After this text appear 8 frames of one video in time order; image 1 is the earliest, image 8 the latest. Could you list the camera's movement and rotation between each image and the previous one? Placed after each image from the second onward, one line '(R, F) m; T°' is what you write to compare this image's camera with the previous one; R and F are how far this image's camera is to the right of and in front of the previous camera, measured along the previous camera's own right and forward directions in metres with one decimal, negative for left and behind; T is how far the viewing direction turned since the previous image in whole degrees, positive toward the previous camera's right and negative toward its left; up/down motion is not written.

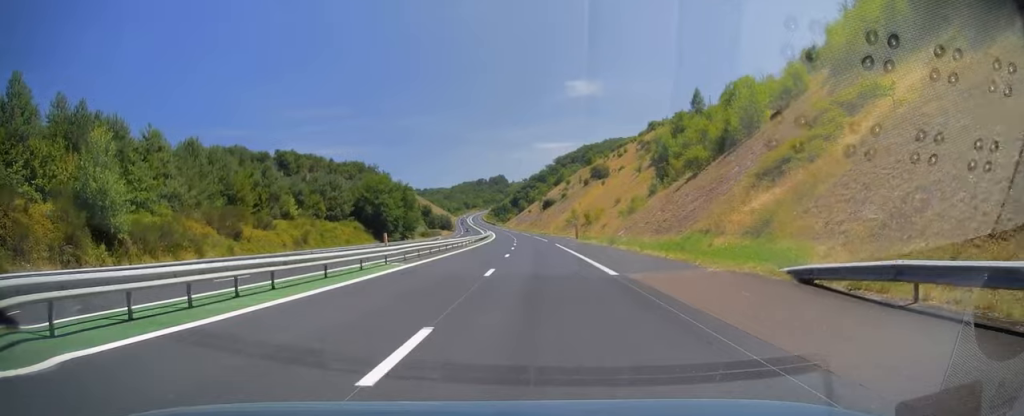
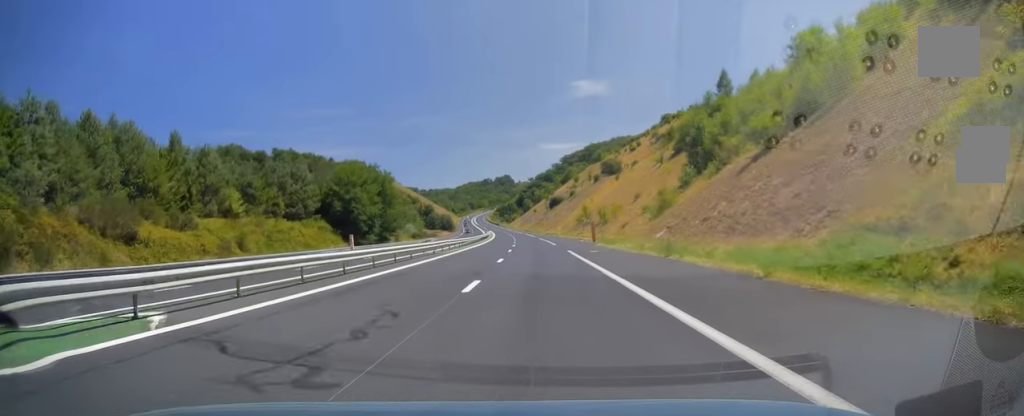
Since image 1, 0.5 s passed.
(-0.2, +17.6) m; -1°
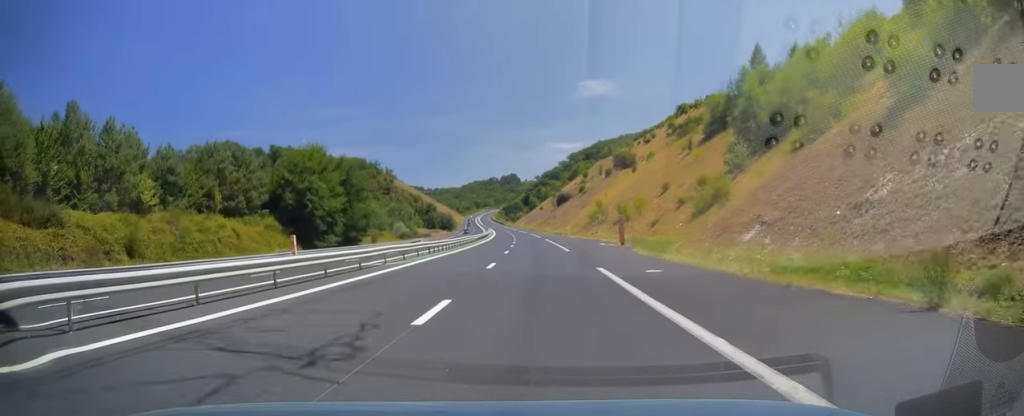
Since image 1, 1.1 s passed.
(-0.1, +17.6) m; -1°
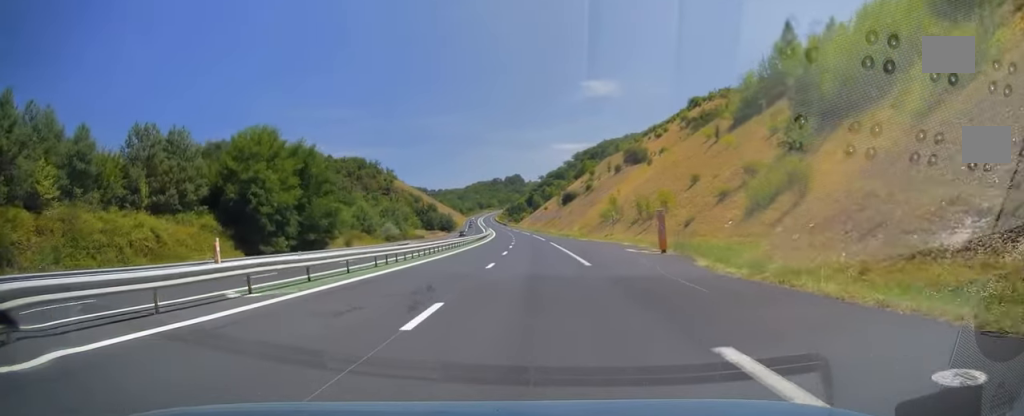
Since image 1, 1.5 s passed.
(-0.1, +13.4) m; 0°
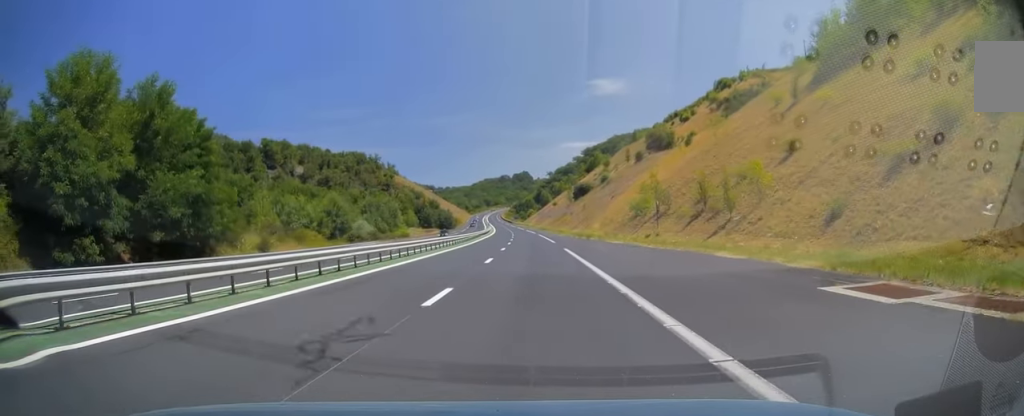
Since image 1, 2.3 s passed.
(-0.2, +24.6) m; -1°
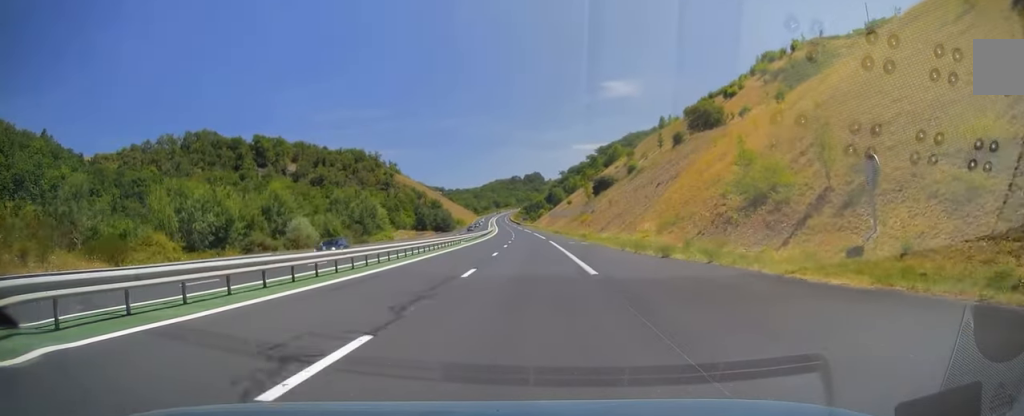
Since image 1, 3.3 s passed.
(-0.1, +32.0) m; -1°
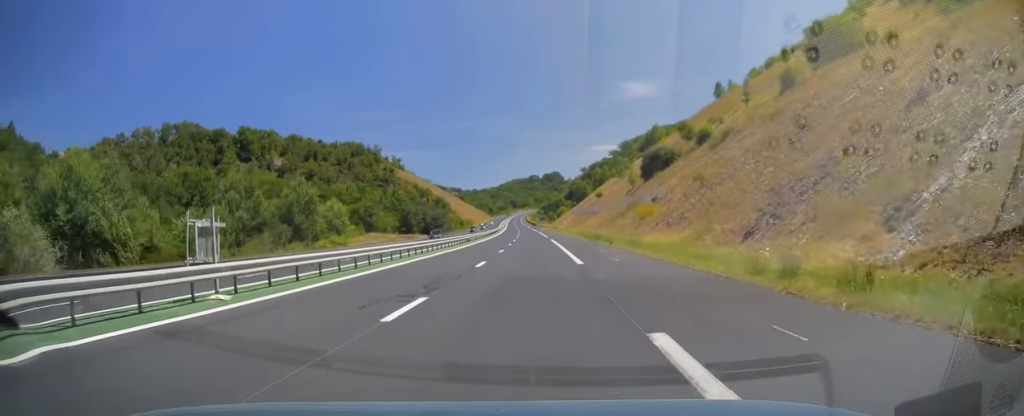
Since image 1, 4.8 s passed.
(-0.7, +47.7) m; -2°
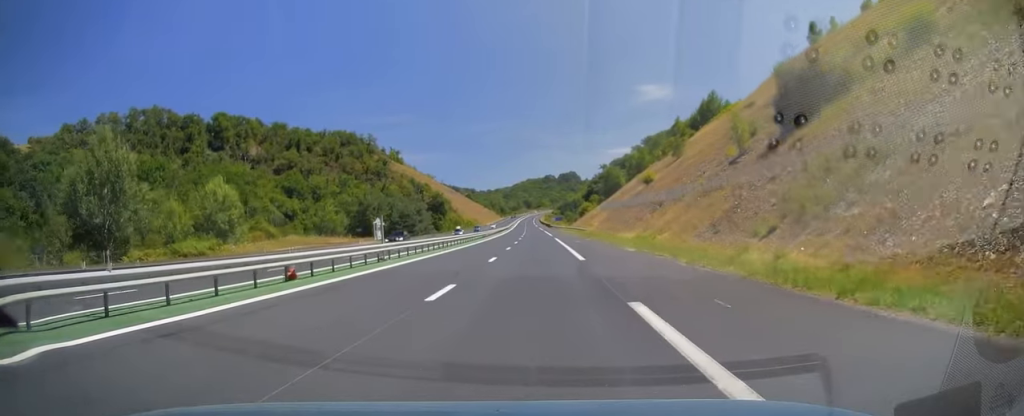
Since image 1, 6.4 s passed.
(-1.2, +49.3) m; -2°
